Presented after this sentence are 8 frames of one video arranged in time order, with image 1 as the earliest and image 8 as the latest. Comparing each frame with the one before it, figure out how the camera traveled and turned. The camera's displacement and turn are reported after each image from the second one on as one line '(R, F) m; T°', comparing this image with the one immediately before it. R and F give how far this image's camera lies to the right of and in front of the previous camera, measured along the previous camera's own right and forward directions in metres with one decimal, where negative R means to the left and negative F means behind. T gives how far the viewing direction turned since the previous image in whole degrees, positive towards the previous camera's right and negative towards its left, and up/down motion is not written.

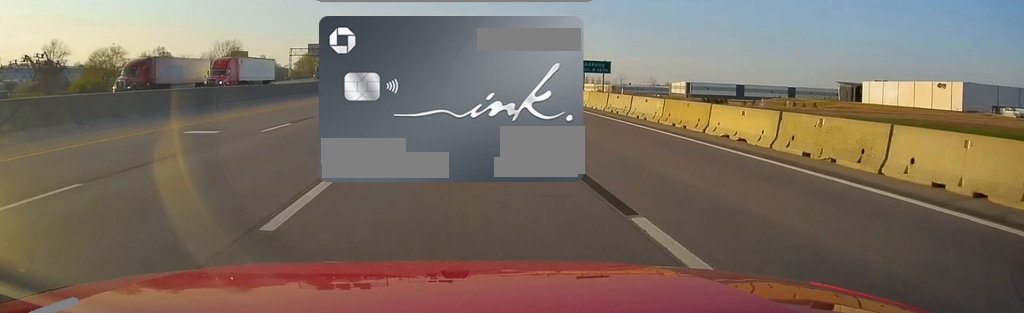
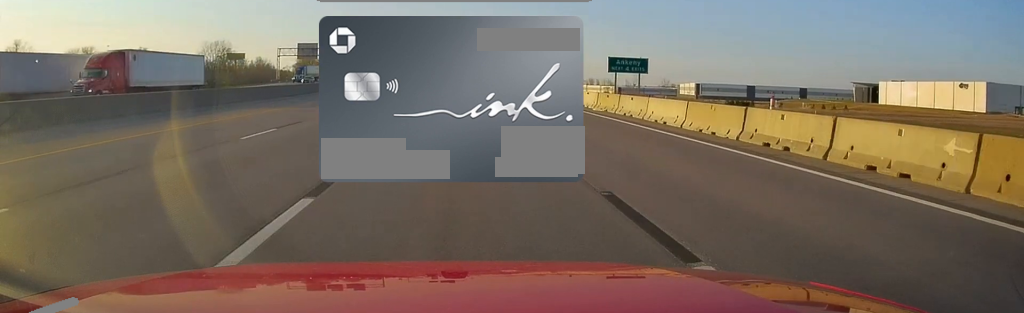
(-0.2, +13.9) m; 0°
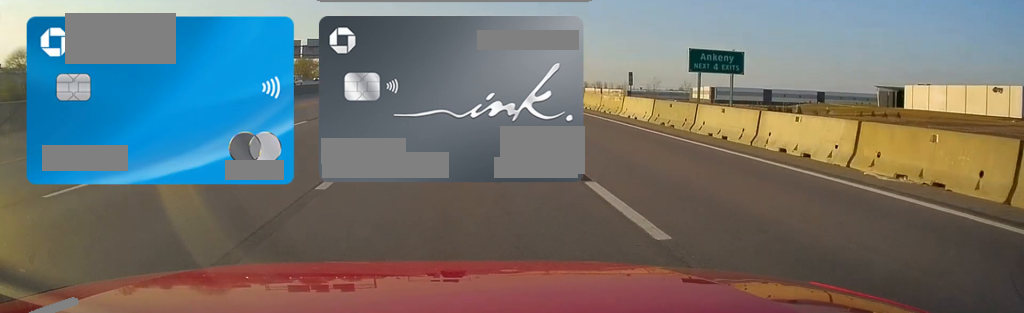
(-0.4, +20.8) m; -1°
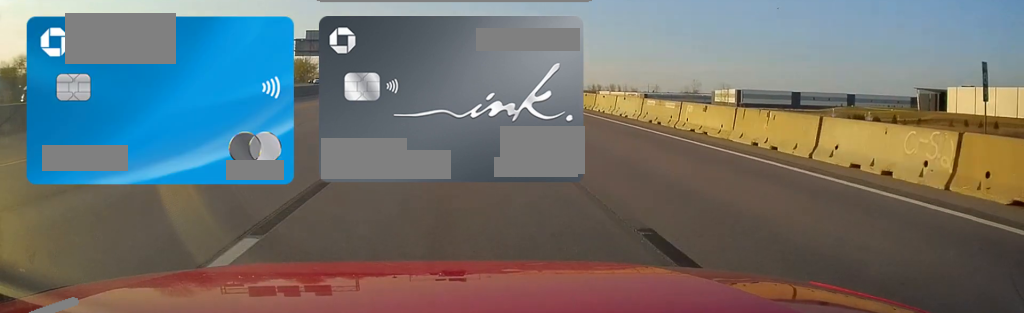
(+0.3, +29.7) m; 0°
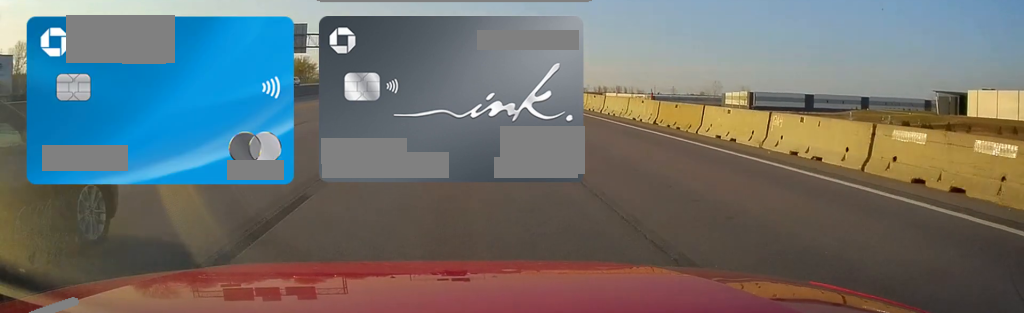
(-0.2, +13.7) m; 0°
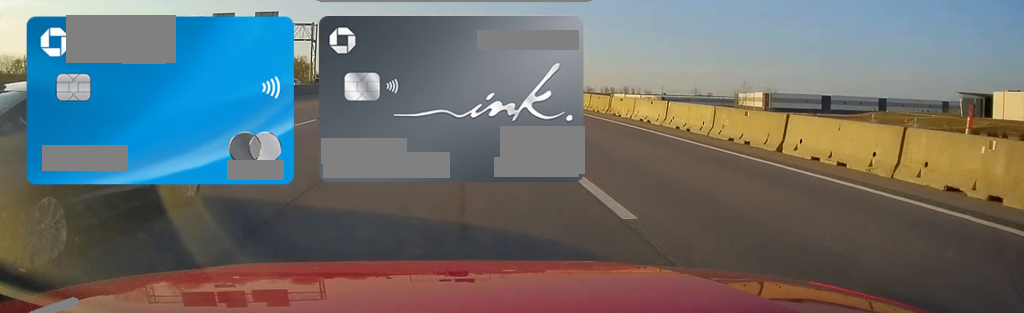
(-0.1, +16.0) m; 0°
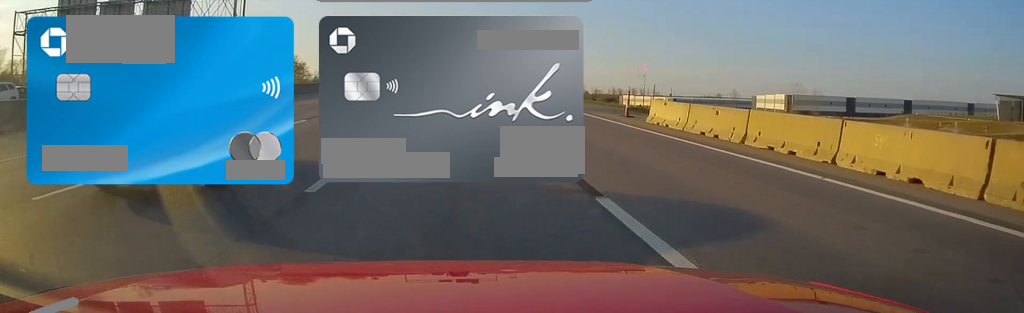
(+0.4, +25.3) m; -1°
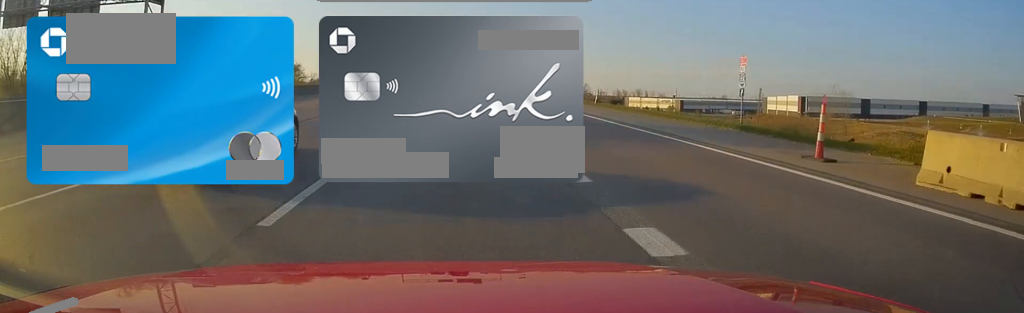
(-0.5, +13.9) m; -1°
